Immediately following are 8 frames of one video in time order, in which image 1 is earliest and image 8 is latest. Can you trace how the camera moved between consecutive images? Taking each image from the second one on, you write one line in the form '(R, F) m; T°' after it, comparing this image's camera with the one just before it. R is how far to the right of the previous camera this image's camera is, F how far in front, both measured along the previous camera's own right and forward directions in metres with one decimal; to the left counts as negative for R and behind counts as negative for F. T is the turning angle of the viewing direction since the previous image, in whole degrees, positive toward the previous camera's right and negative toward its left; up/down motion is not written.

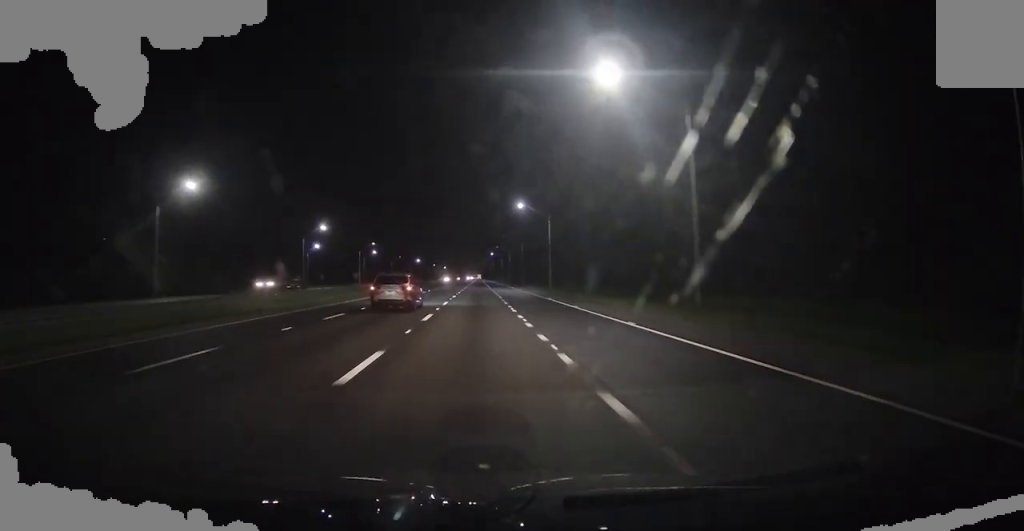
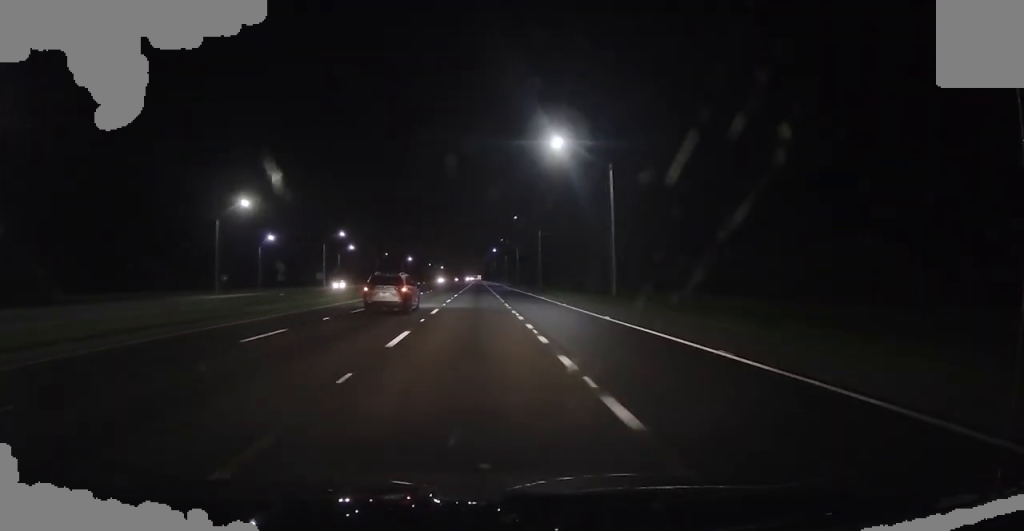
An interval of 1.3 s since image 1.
(+0.4, +43.8) m; 0°
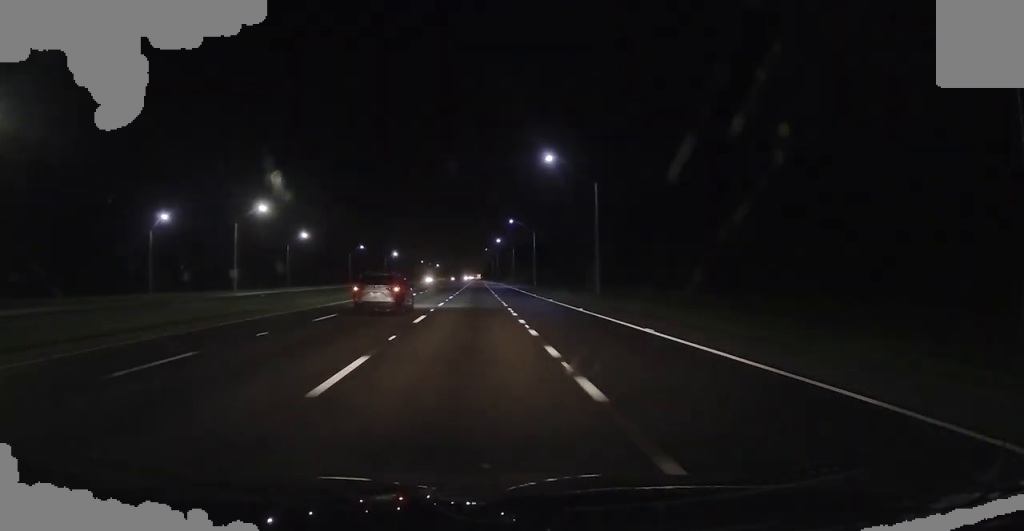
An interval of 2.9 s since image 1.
(-0.6, +53.8) m; -1°
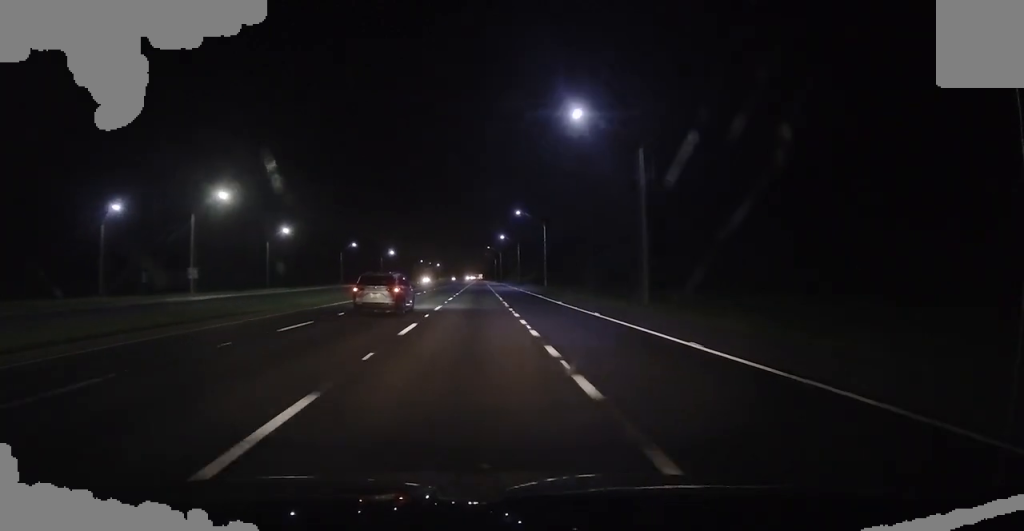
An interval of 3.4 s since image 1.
(-0.1, +15.7) m; 0°
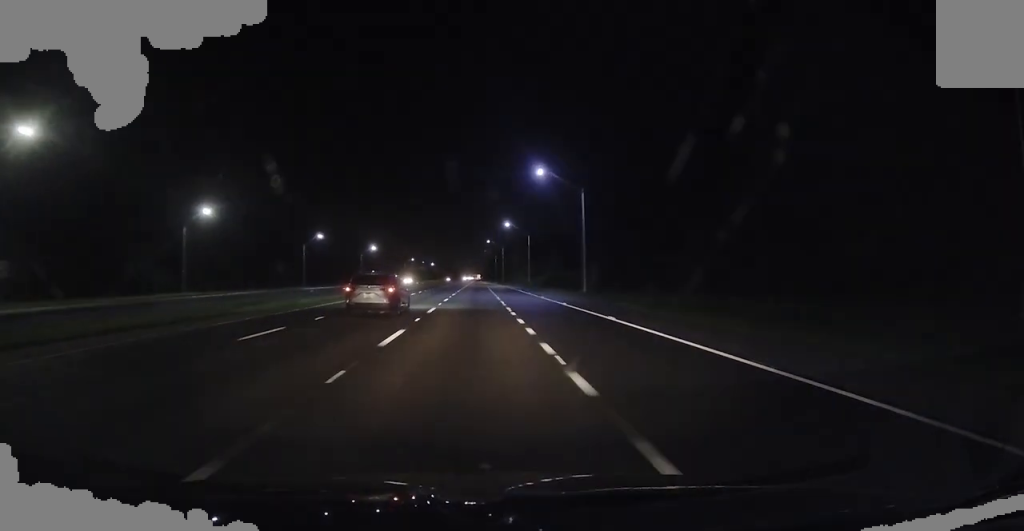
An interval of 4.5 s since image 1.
(+0.4, +39.2) m; +1°
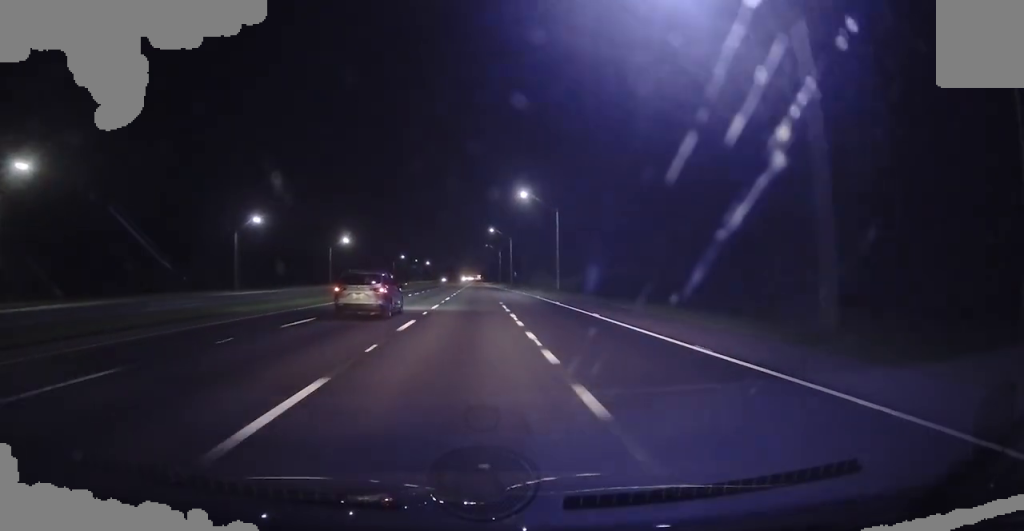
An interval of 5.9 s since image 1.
(0.0, +44.8) m; 0°
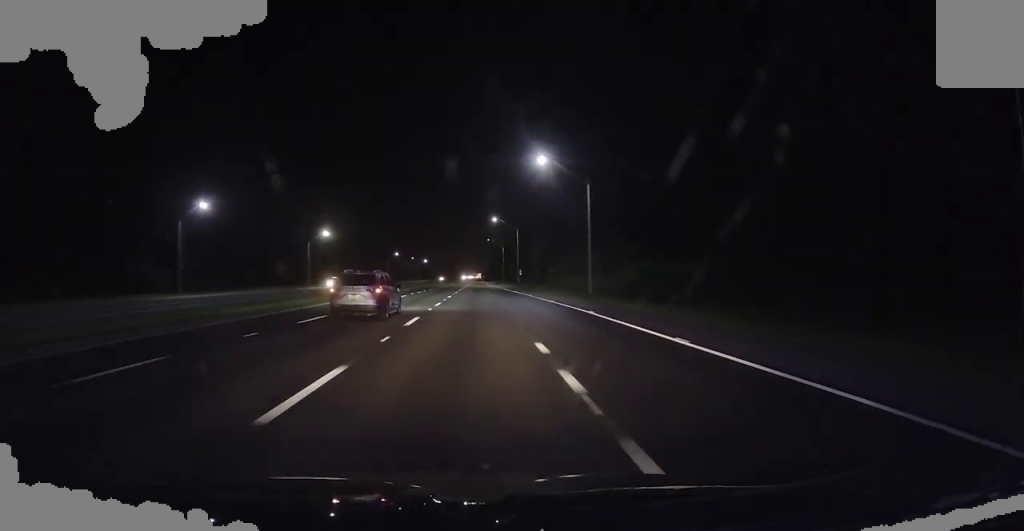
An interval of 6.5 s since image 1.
(0.0, +22.4) m; -1°
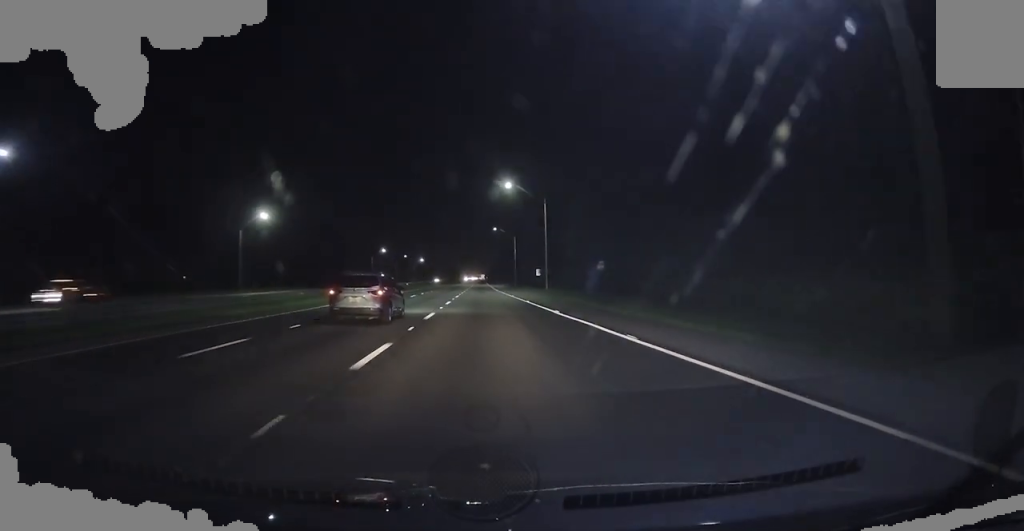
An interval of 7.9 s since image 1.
(-0.5, +44.6) m; 0°
